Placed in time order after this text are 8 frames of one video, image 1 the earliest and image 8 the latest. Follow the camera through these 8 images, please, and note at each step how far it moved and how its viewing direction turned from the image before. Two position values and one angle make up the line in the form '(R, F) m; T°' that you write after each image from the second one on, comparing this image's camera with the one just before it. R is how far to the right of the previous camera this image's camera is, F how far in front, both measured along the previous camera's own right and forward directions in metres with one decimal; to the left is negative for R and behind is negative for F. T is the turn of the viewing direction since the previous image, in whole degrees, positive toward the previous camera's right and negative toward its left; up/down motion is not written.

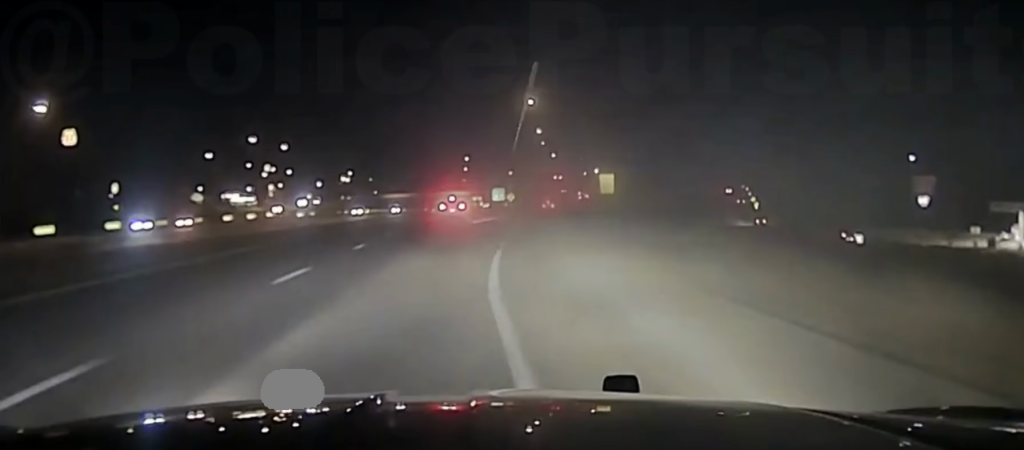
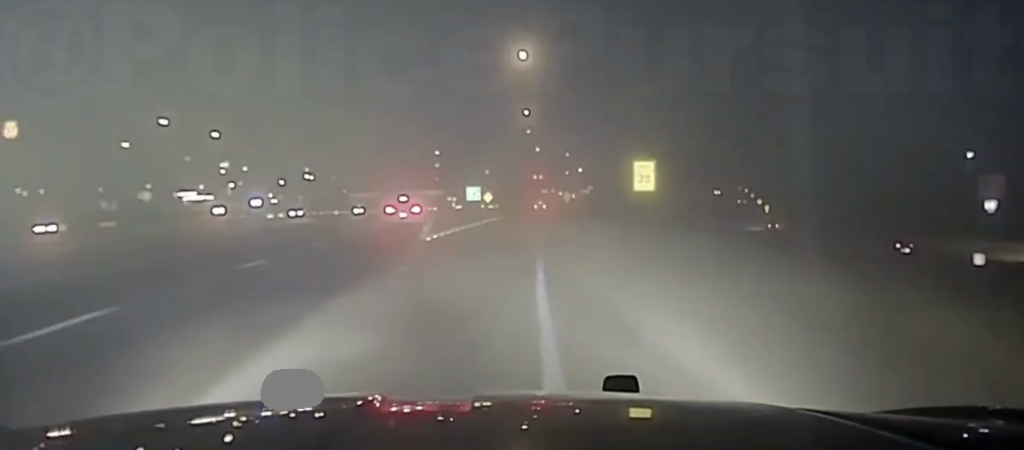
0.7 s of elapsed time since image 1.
(+0.5, +32.2) m; +1°
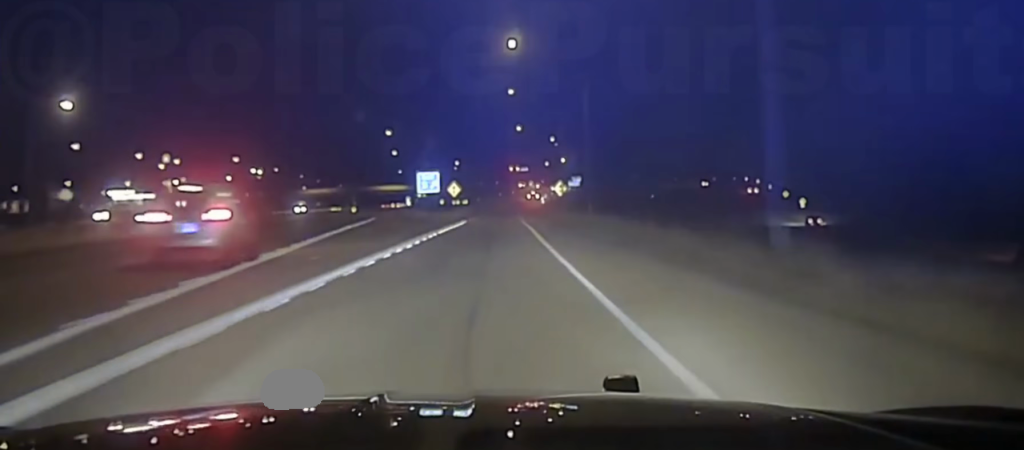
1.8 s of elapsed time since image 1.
(+0.7, +47.1) m; +2°
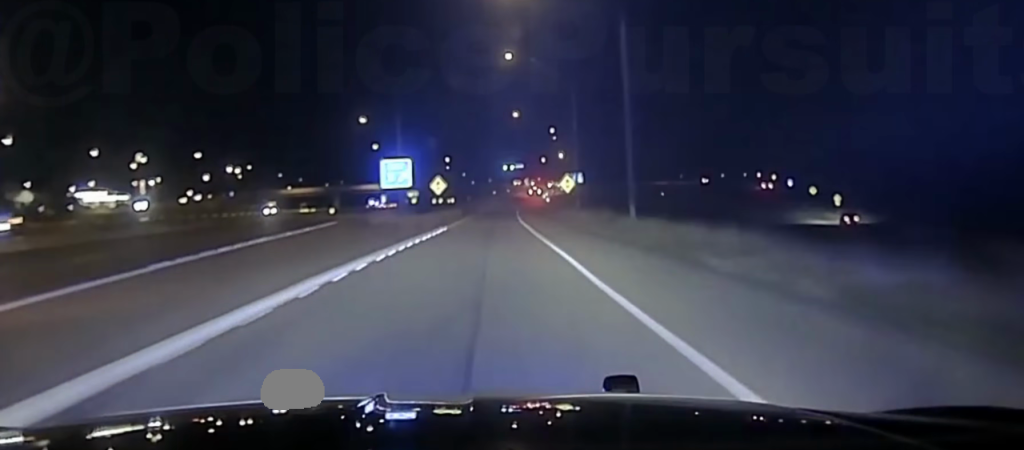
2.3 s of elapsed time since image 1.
(0.0, +20.9) m; +1°
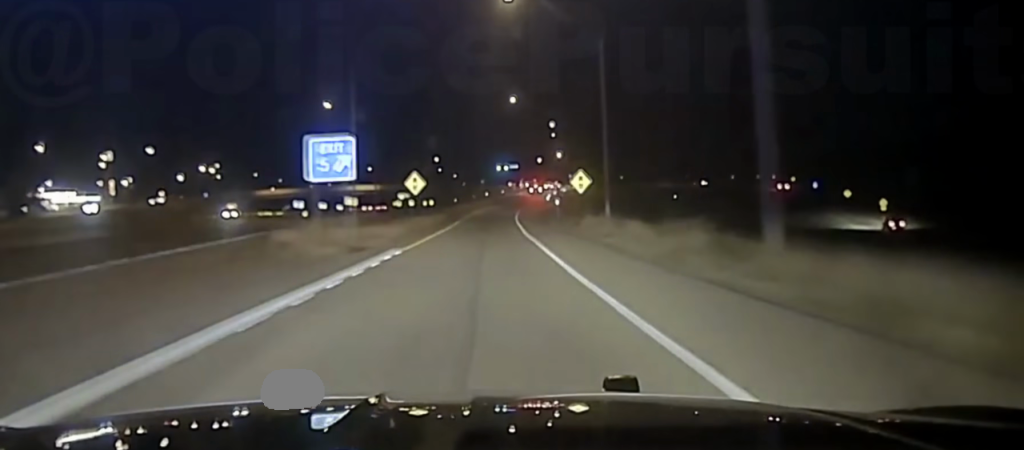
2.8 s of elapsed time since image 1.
(+0.4, +22.9) m; +1°
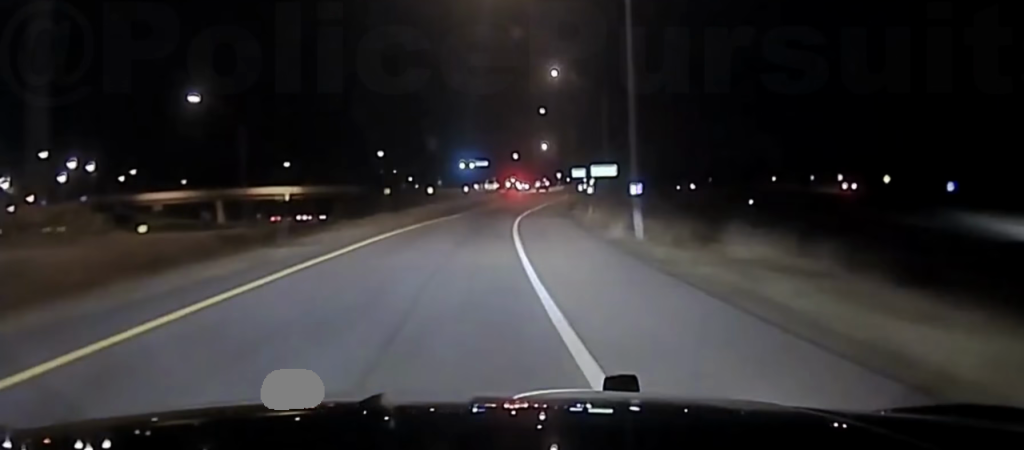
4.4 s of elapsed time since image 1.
(+1.6, +74.7) m; +3°
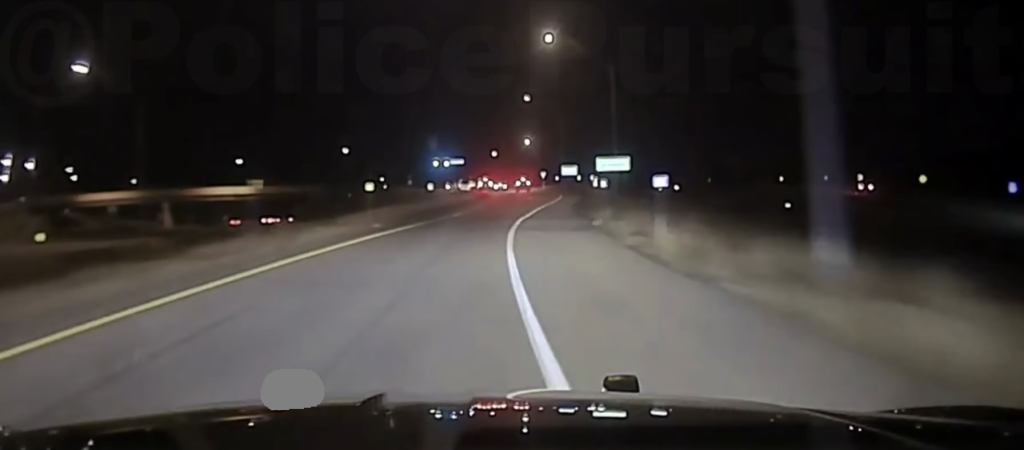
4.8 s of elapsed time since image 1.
(+0.5, +21.9) m; +1°
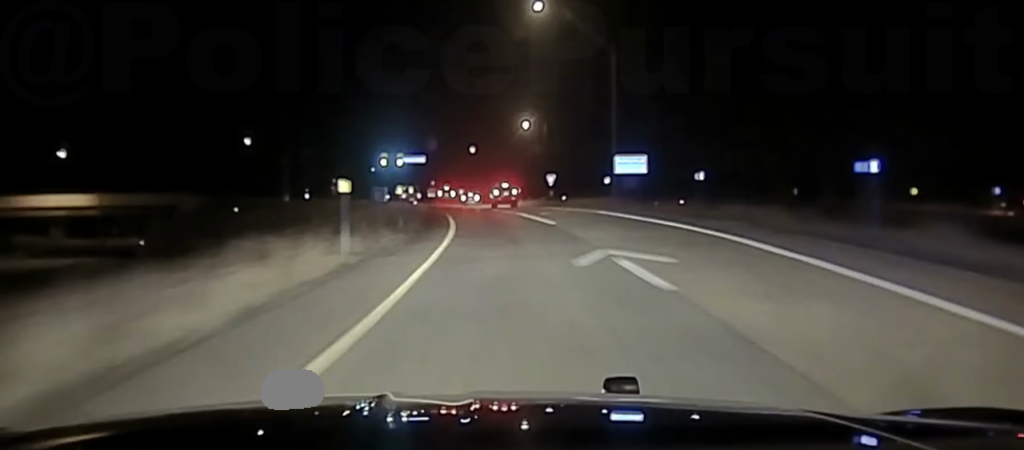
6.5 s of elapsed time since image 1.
(+0.6, +70.6) m; 0°
